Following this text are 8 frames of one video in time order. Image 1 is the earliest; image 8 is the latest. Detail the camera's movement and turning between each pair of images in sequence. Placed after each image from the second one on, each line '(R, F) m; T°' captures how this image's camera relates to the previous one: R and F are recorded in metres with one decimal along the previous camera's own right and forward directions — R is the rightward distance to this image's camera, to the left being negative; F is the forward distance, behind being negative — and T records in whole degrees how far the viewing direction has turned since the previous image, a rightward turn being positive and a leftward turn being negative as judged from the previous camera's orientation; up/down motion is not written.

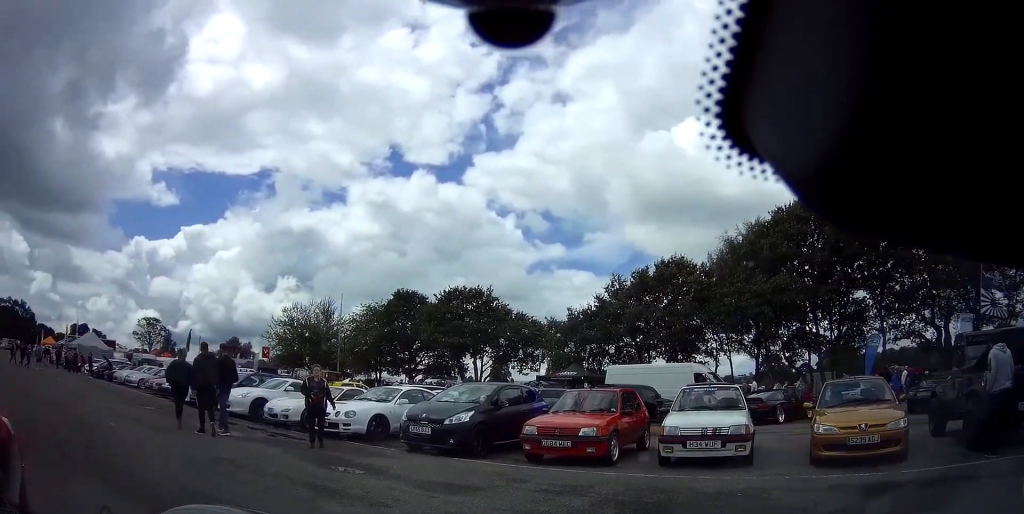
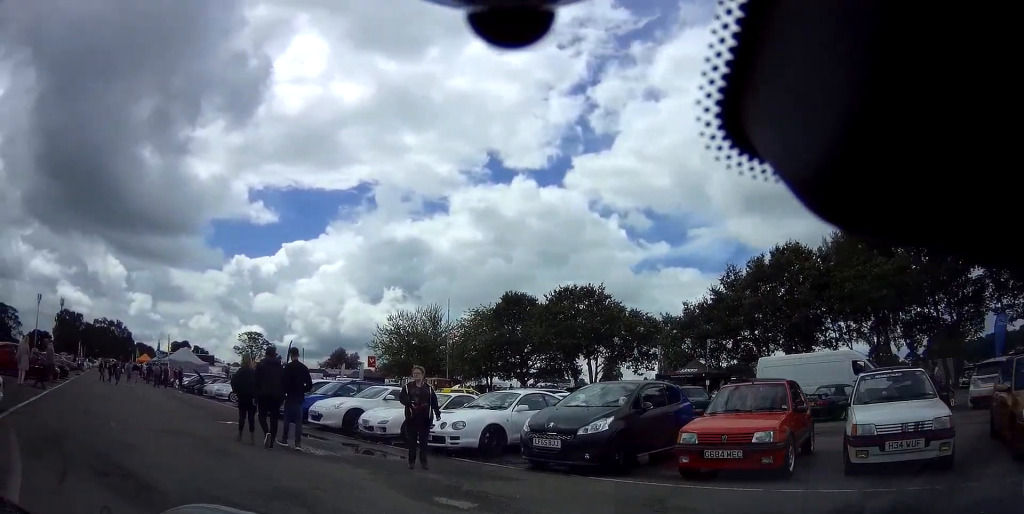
(-0.3, +2.0) m; -15°
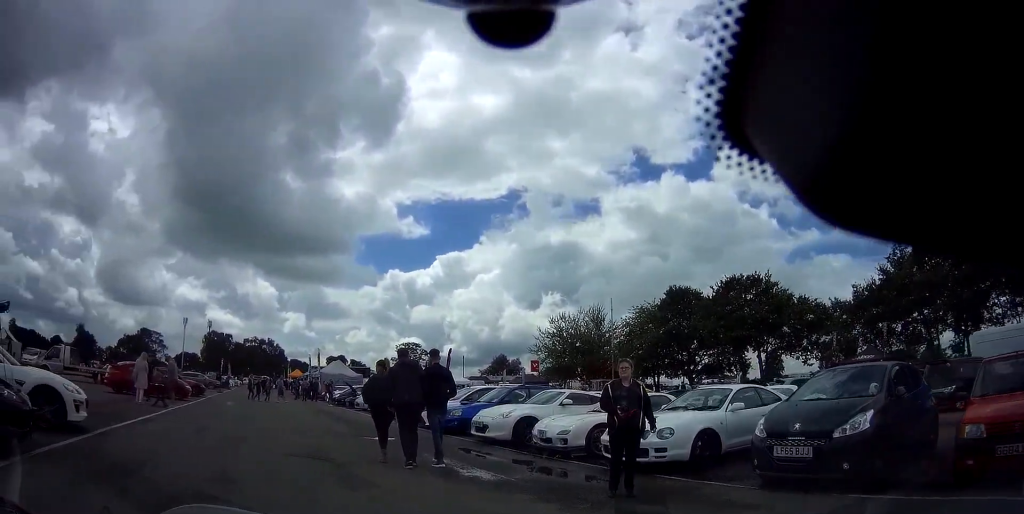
(-0.4, +2.2) m; -19°
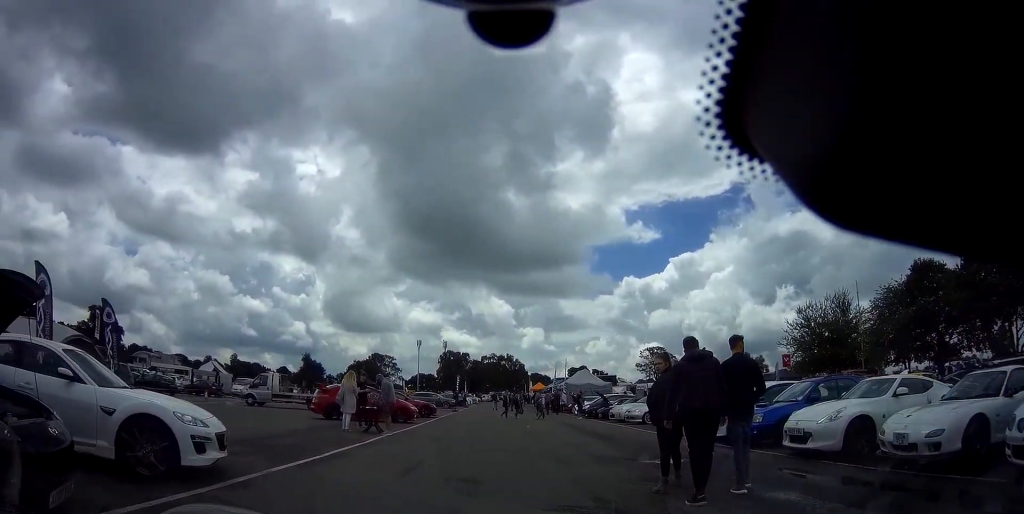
(-0.9, +3.5) m; -20°
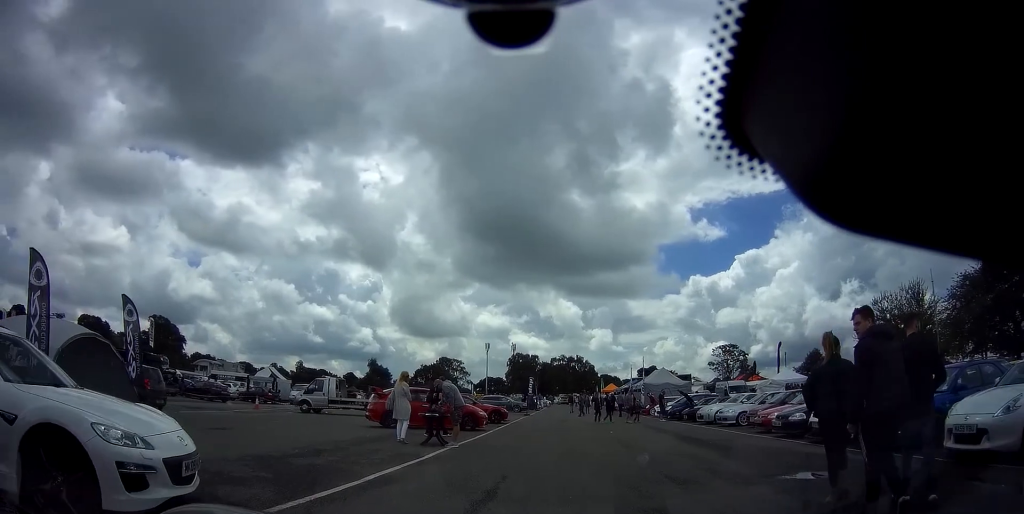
(-0.2, +2.5) m; -3°
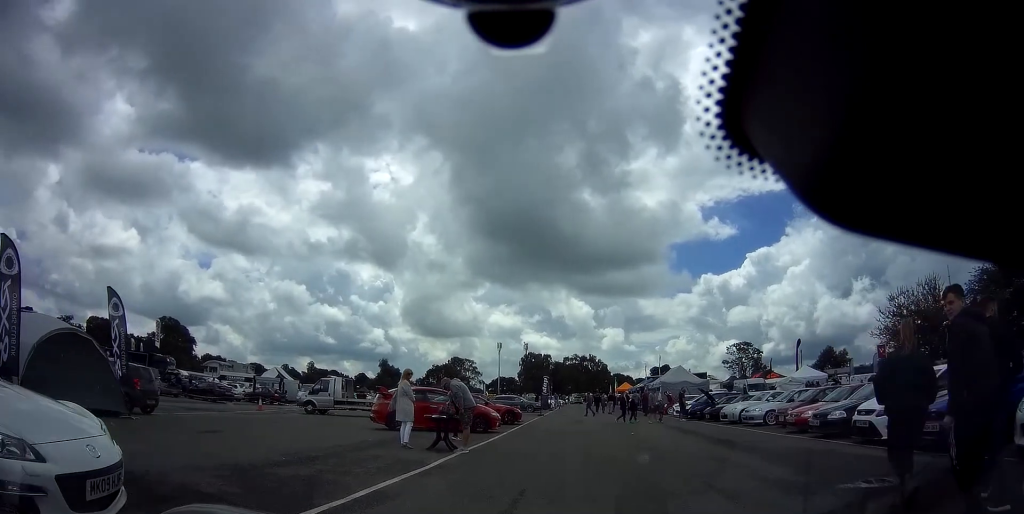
(0.0, +1.2) m; +1°
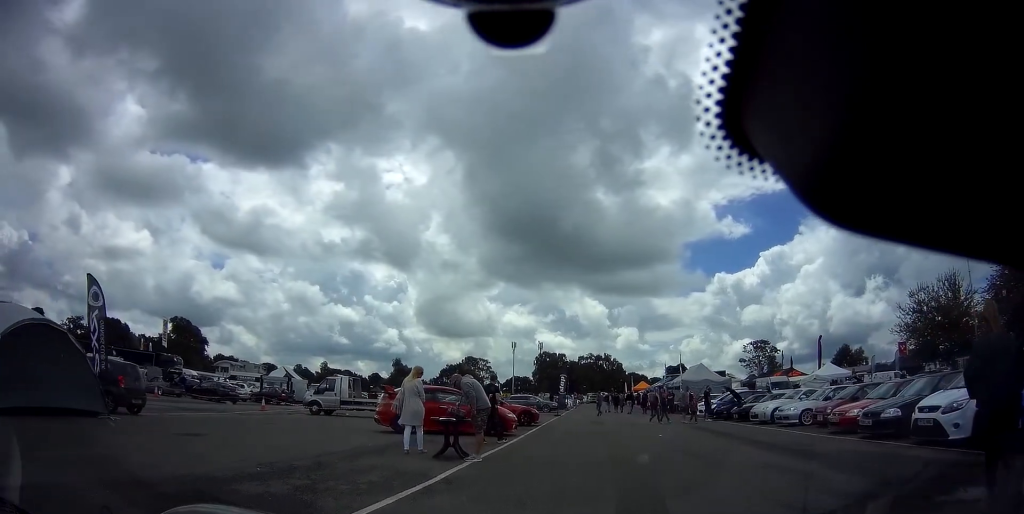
(+0.1, +1.5) m; +1°
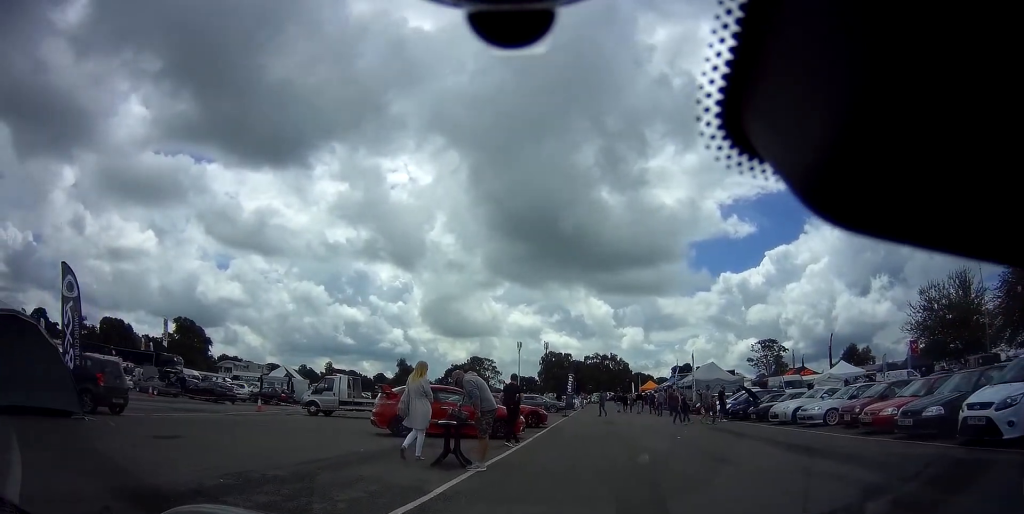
(0.0, +1.2) m; +1°
